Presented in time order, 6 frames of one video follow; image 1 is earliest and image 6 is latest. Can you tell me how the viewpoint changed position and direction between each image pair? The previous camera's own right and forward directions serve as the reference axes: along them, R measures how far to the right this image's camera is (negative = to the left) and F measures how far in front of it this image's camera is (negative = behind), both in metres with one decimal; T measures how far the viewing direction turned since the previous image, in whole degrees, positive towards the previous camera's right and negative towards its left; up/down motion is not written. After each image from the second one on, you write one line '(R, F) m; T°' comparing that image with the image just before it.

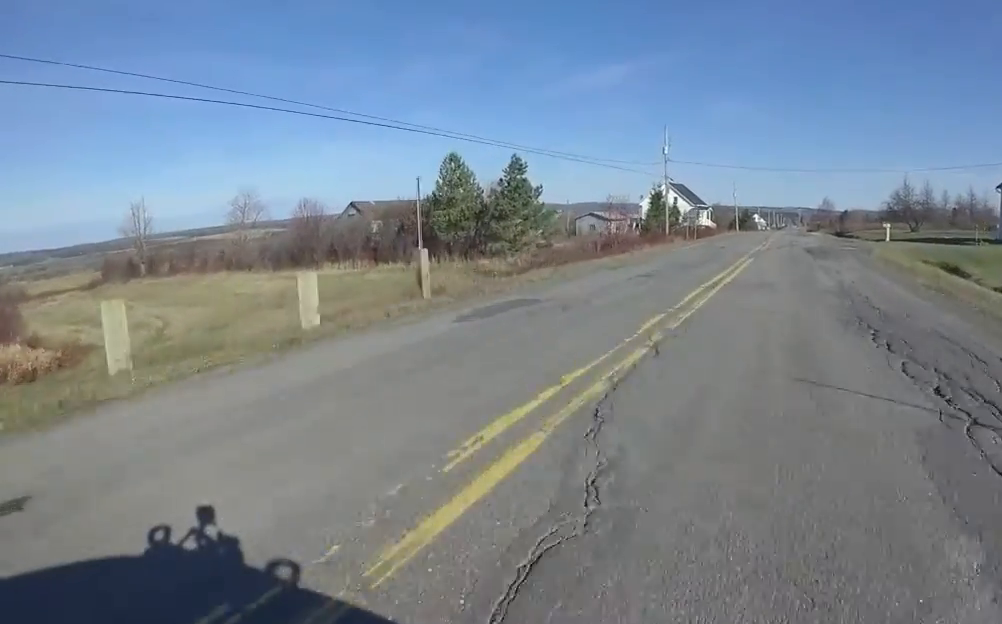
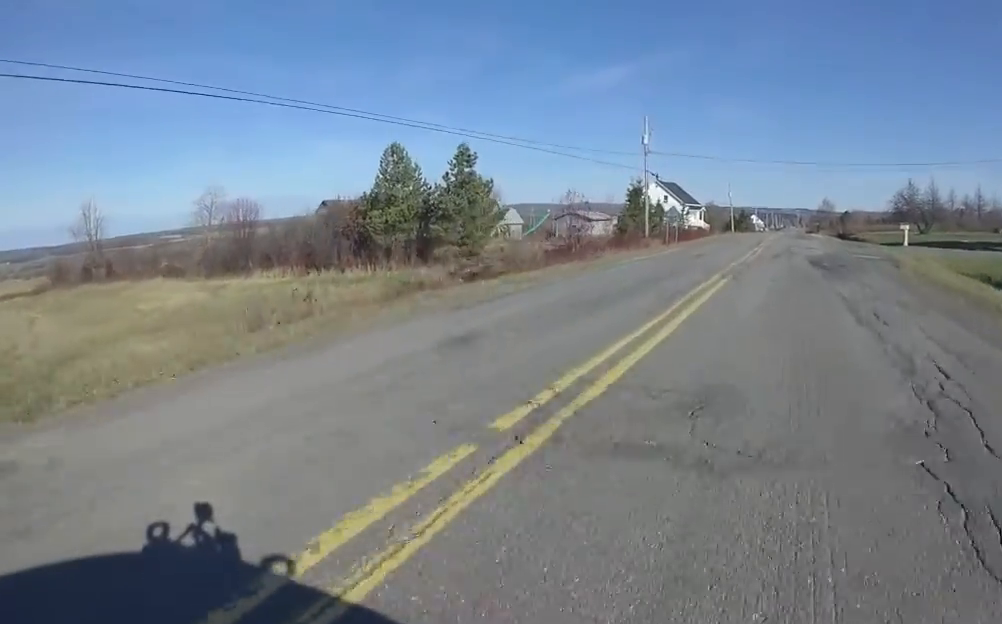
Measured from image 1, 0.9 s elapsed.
(+0.1, +6.8) m; 0°
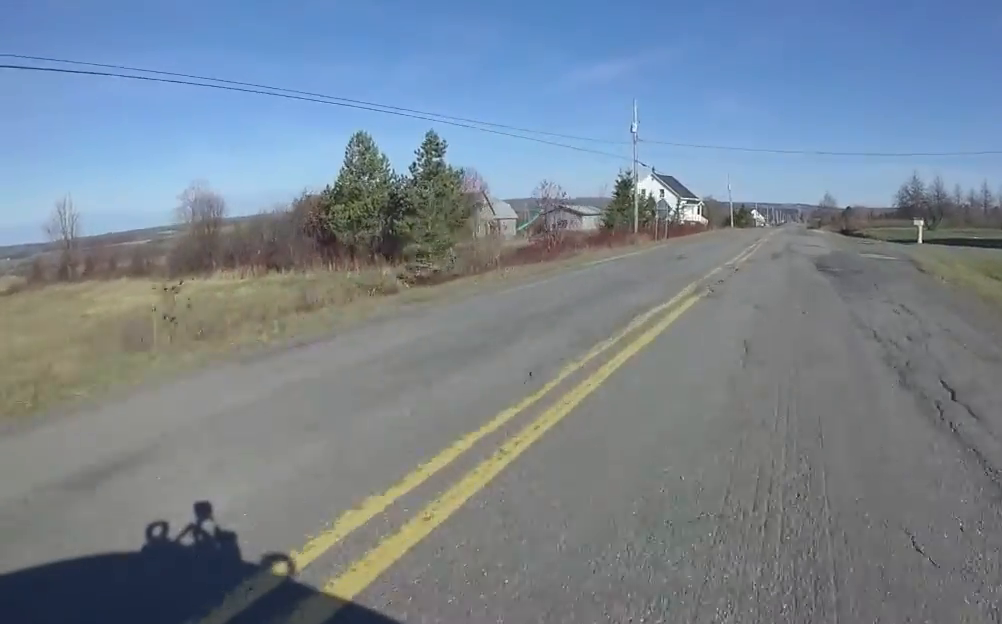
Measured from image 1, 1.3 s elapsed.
(+0.3, +3.4) m; 0°
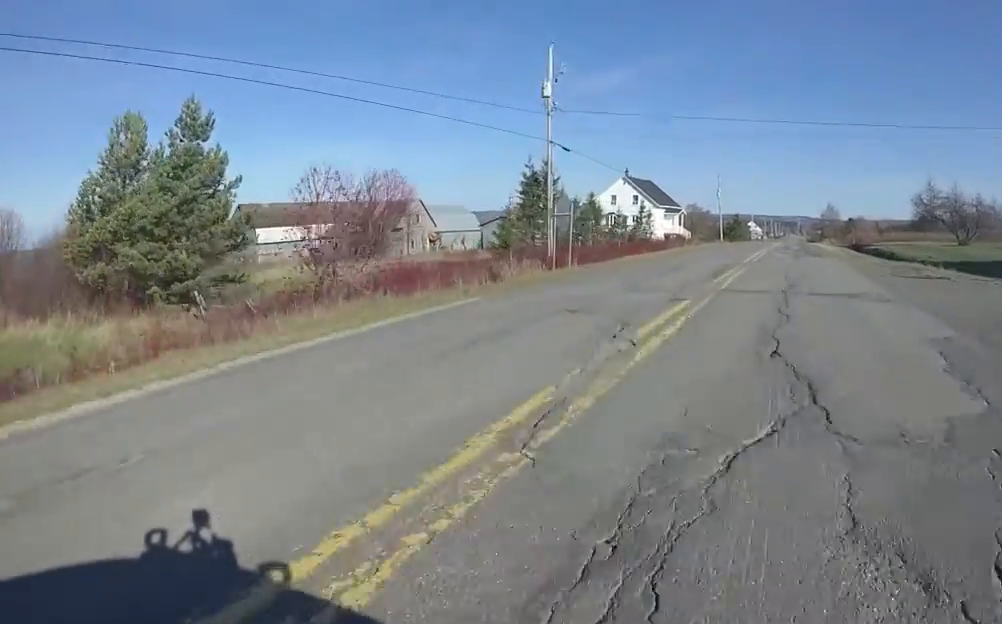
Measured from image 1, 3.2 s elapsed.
(-0.1, +14.7) m; +7°
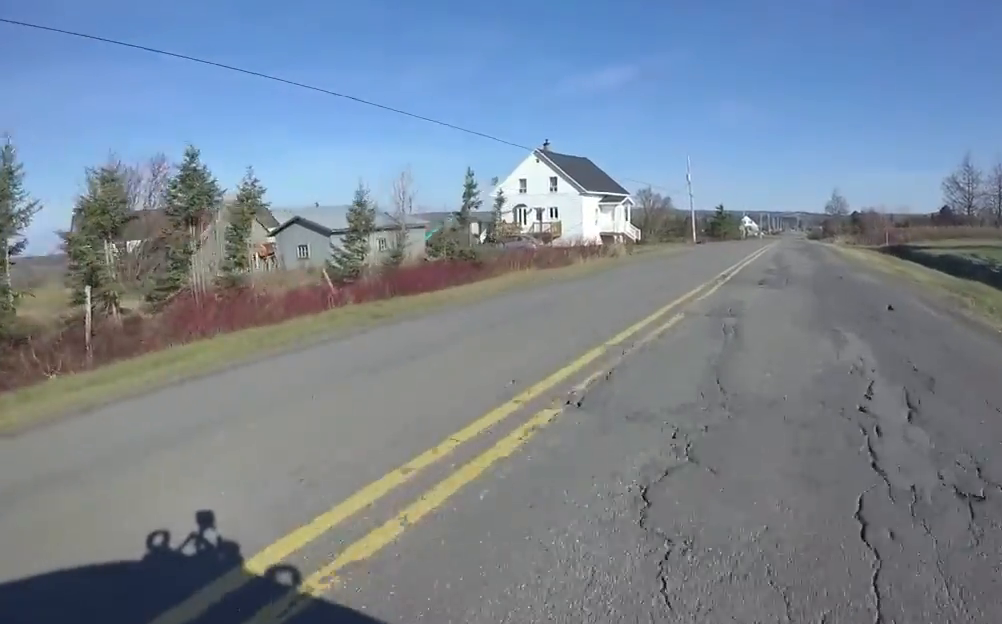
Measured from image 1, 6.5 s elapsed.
(-1.3, +24.5) m; -6°
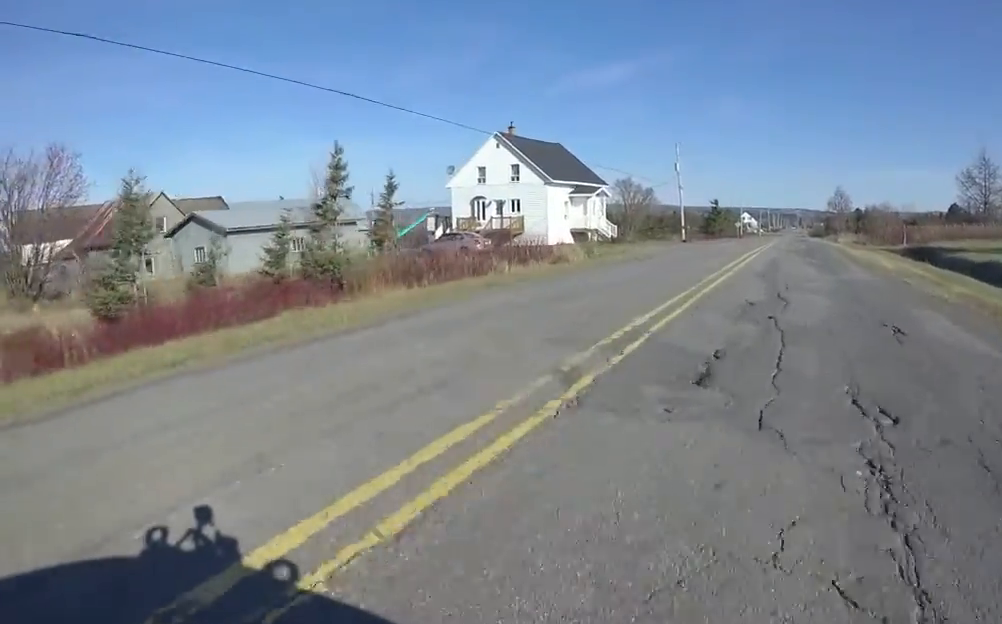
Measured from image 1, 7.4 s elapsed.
(+0.6, +6.9) m; +7°
